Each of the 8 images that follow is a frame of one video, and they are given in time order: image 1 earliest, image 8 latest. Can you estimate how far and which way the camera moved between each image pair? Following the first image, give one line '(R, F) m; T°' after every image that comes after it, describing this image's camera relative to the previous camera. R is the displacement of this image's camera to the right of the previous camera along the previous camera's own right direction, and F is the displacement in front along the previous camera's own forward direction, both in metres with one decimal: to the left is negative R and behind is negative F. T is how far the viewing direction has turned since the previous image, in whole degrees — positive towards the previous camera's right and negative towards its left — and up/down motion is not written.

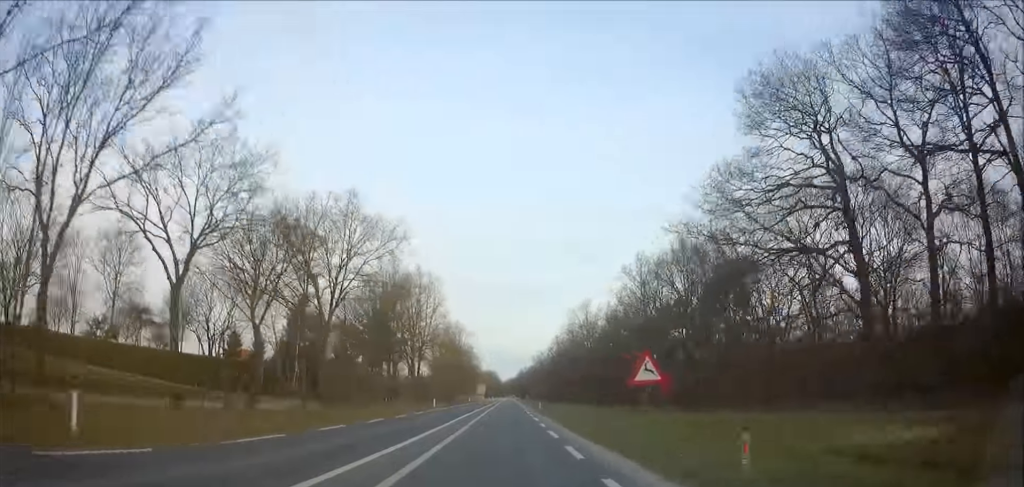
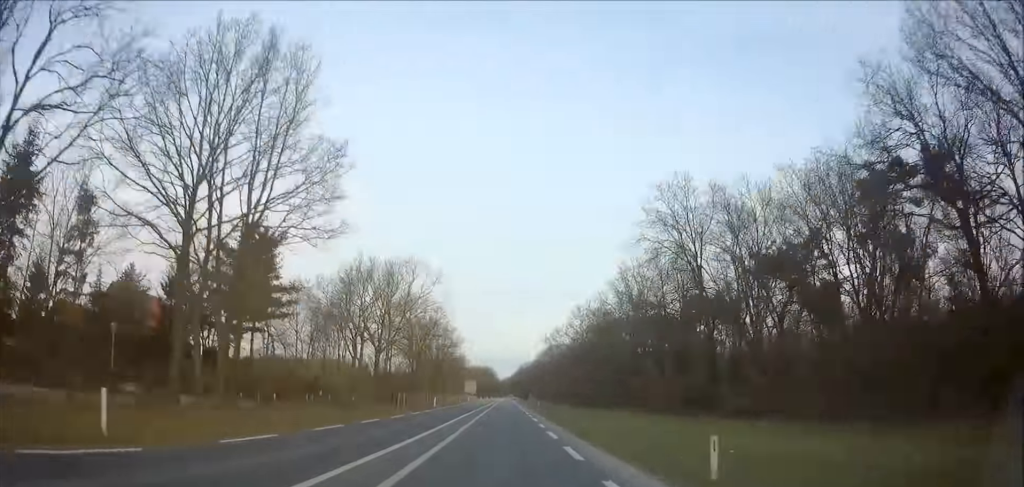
(0.0, +48.6) m; 0°
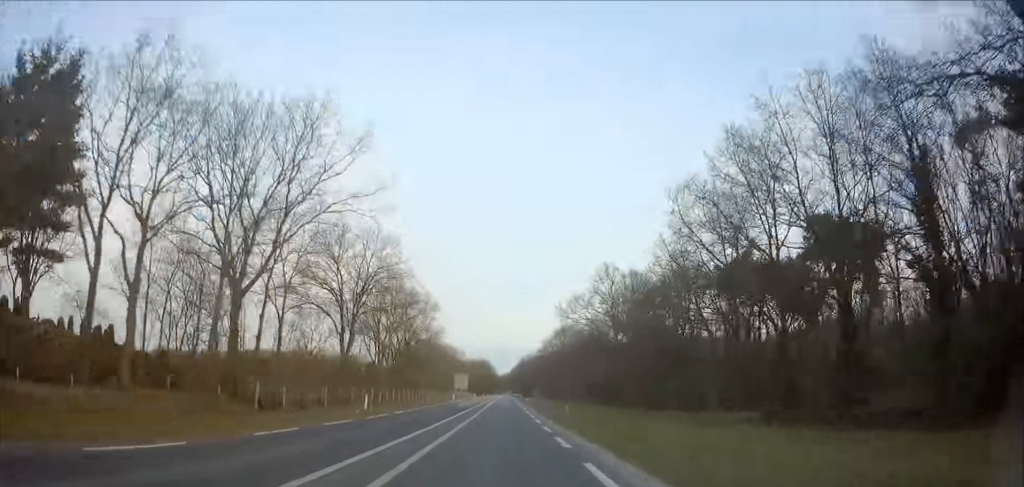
(-0.1, +27.6) m; 0°
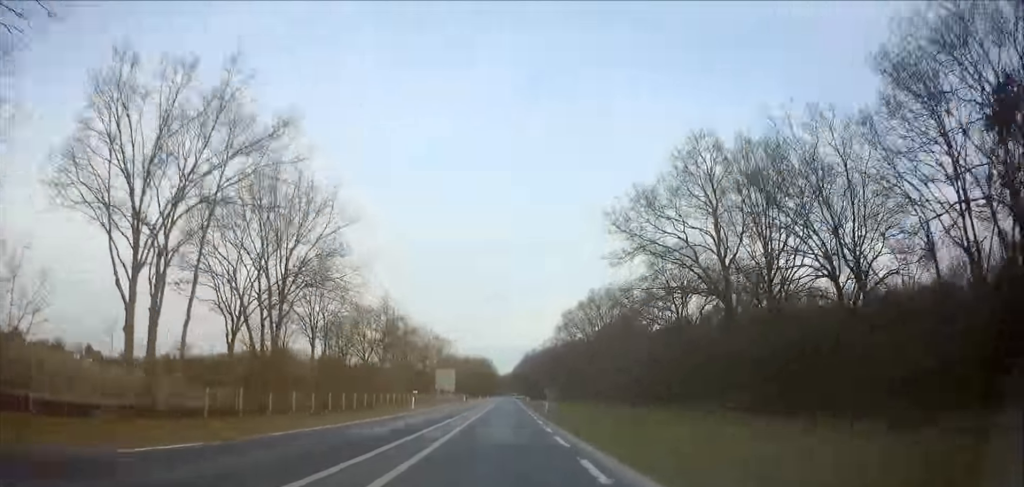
(+0.1, +36.2) m; 0°
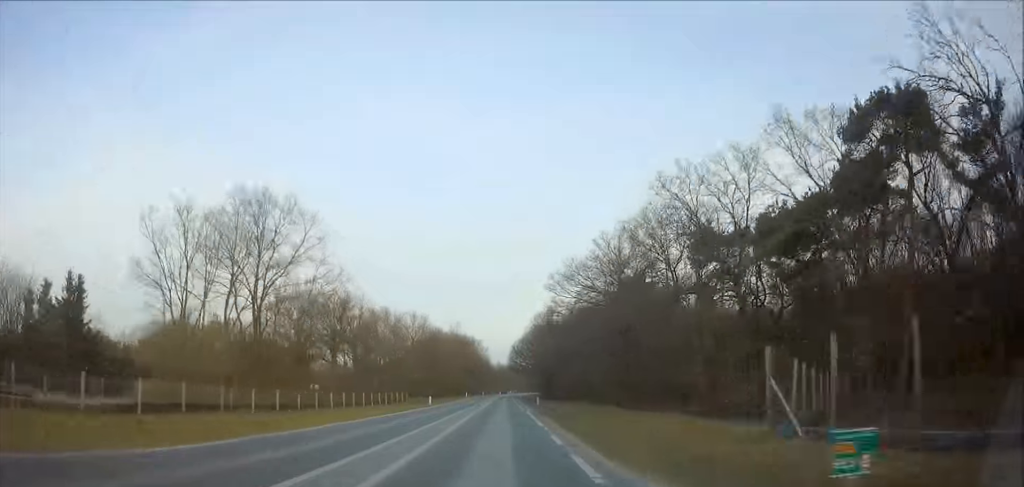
(0.0, +89.7) m; 0°
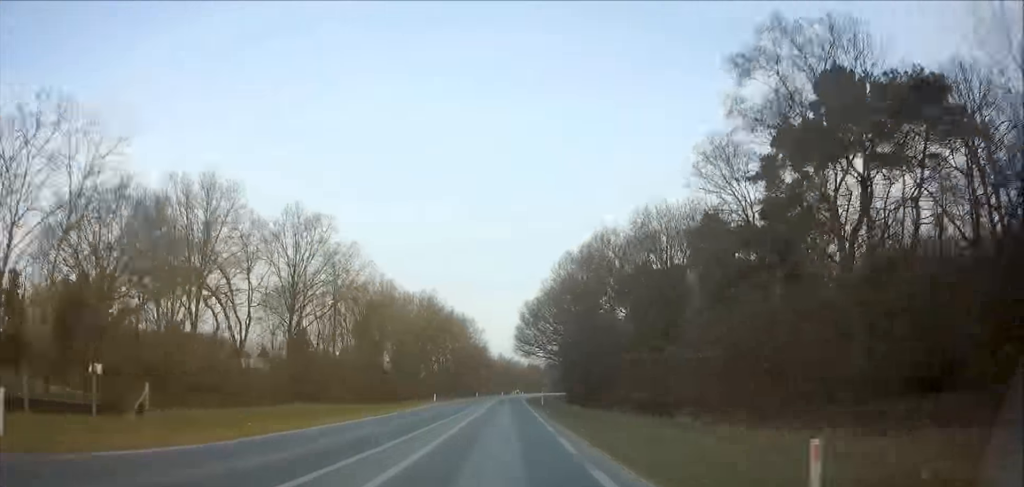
(-0.1, +49.7) m; 0°
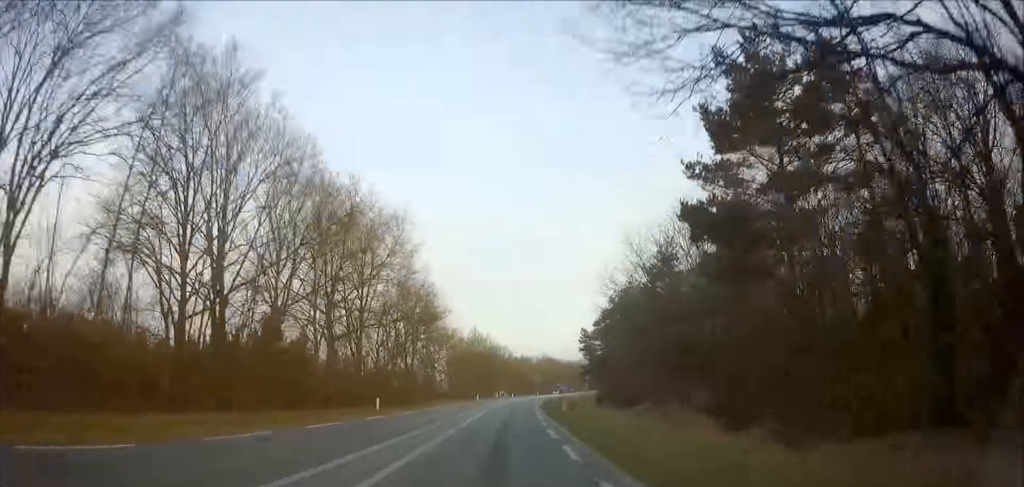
(+0.8, +73.4) m; +2°
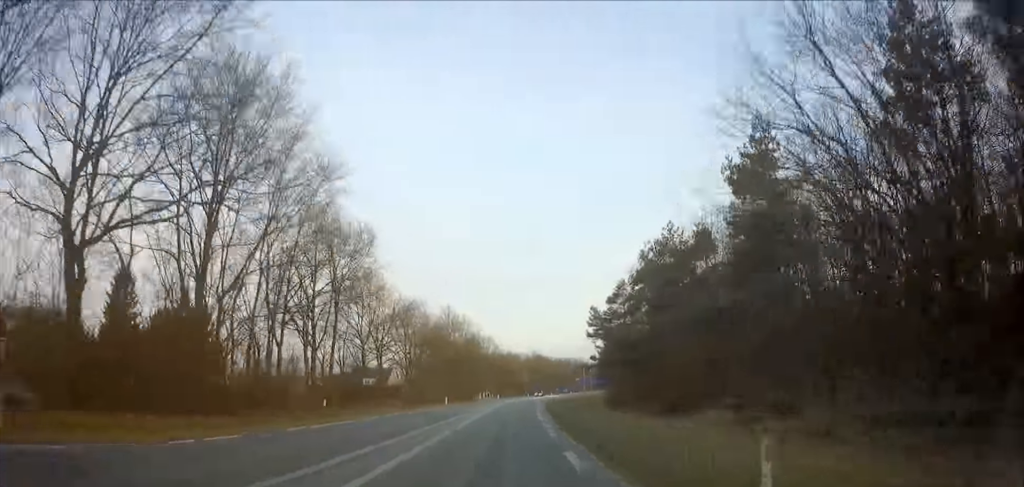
(+0.2, +25.4) m; +1°
